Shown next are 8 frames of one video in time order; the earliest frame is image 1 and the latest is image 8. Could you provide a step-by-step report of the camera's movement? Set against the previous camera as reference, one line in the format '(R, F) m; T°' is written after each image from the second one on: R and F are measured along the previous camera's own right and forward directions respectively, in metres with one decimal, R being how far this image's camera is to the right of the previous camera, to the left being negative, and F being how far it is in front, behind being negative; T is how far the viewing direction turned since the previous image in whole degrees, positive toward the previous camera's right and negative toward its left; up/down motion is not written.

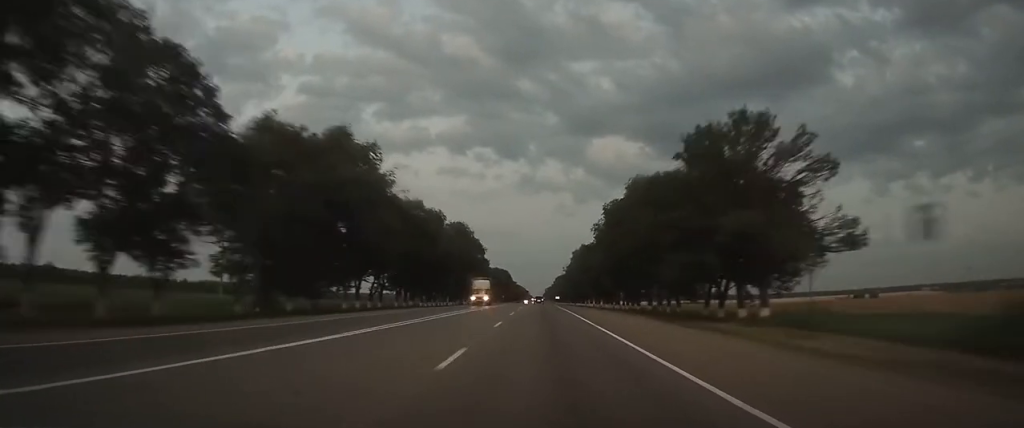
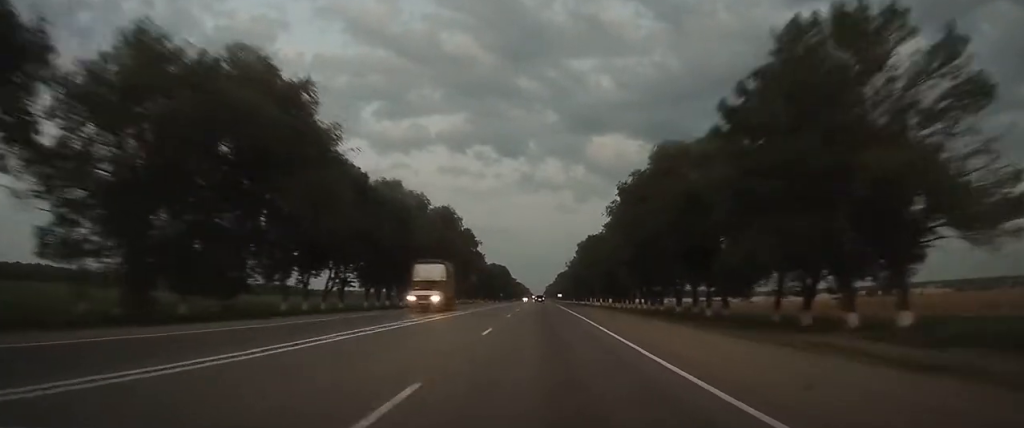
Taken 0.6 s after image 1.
(0.0, +16.8) m; 0°
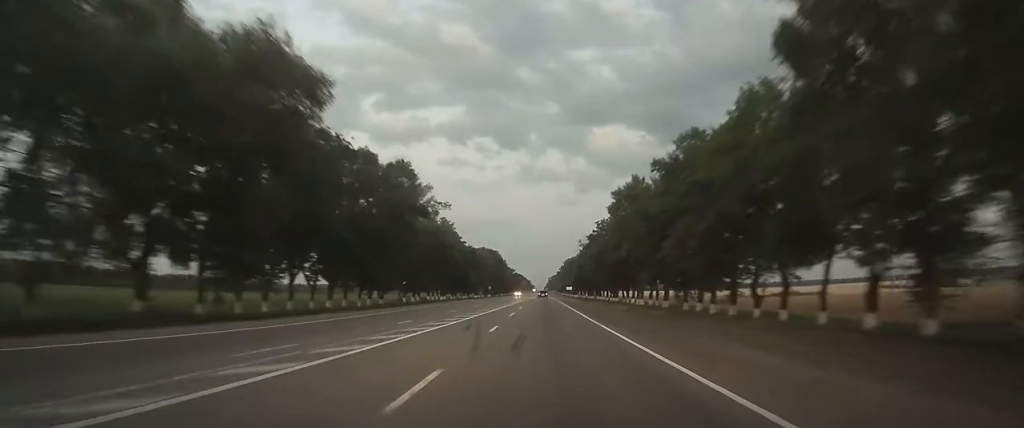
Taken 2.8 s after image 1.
(-0.1, +58.7) m; 0°
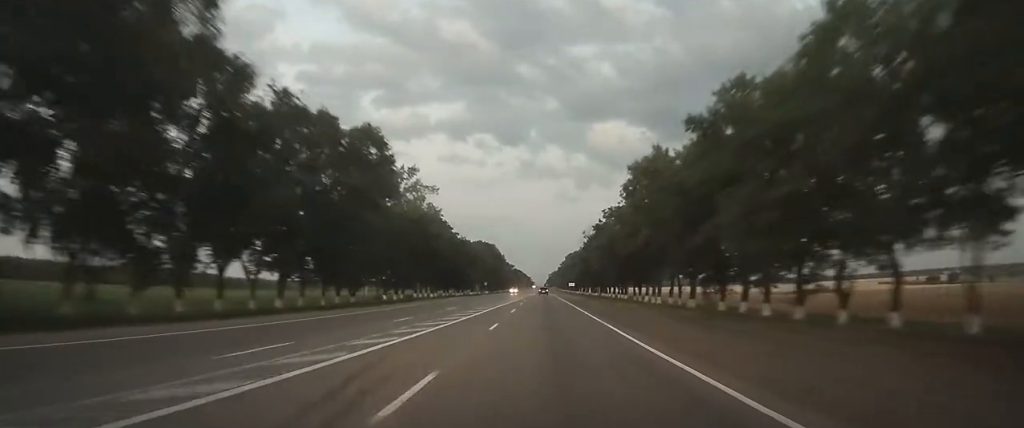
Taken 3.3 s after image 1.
(+0.1, +12.5) m; 0°
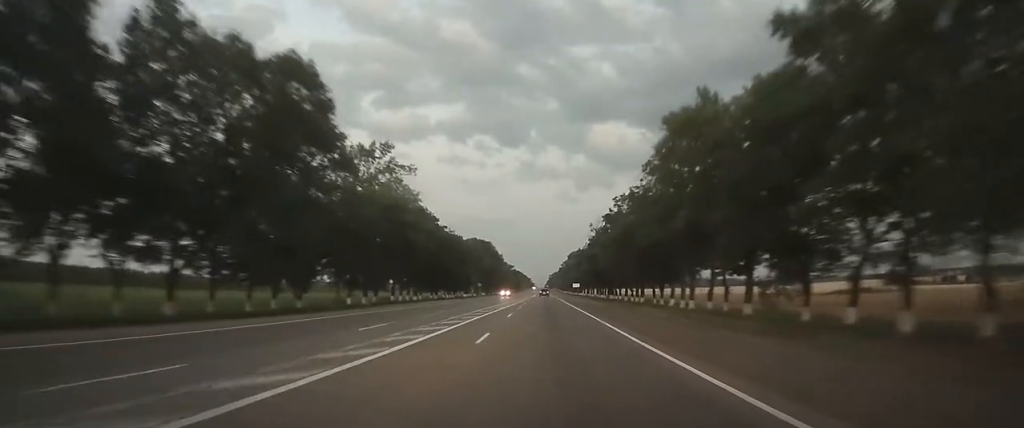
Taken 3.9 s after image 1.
(0.0, +16.2) m; 0°
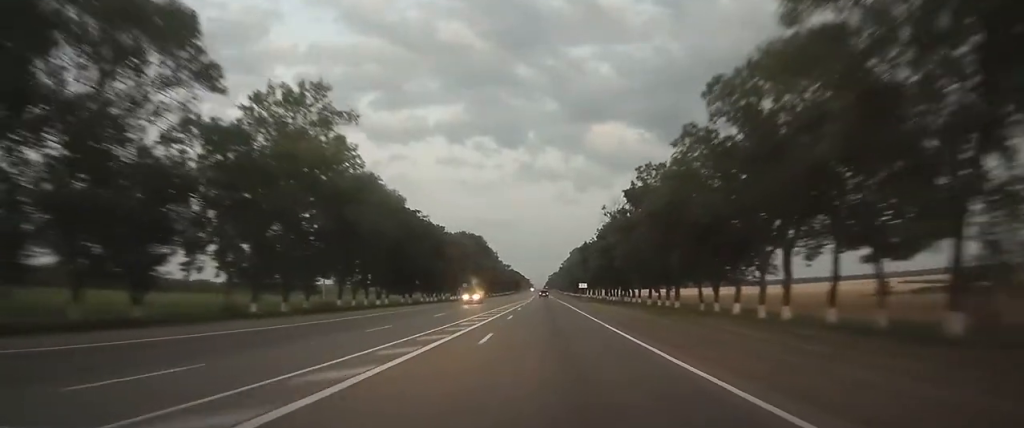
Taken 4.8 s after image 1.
(+0.1, +23.5) m; 0°
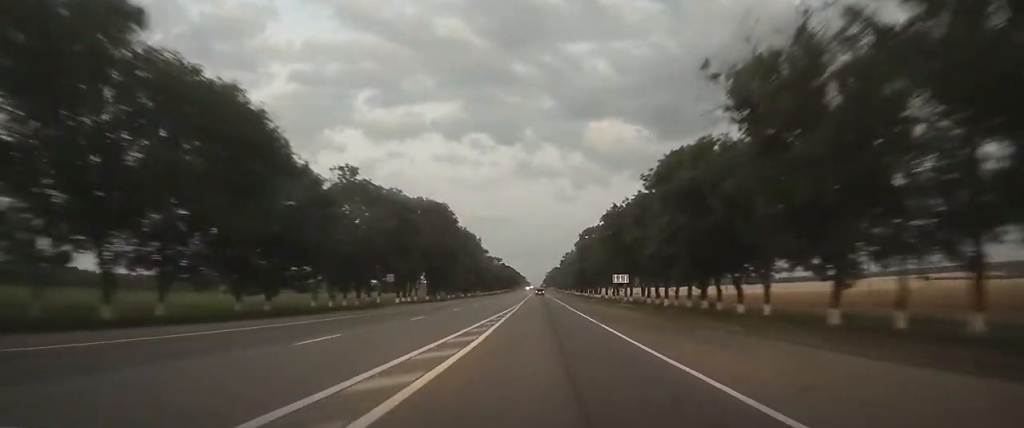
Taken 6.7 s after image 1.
(0.0, +52.7) m; 0°
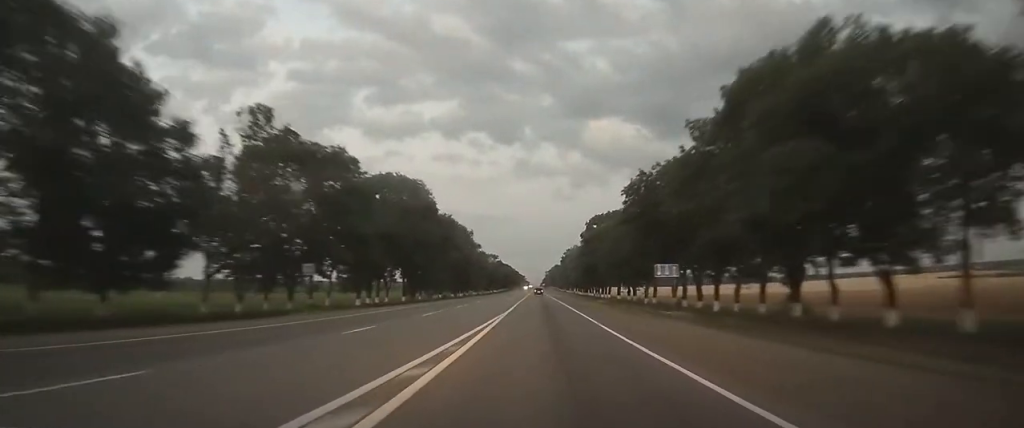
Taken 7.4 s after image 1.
(0.0, +20.1) m; 0°
